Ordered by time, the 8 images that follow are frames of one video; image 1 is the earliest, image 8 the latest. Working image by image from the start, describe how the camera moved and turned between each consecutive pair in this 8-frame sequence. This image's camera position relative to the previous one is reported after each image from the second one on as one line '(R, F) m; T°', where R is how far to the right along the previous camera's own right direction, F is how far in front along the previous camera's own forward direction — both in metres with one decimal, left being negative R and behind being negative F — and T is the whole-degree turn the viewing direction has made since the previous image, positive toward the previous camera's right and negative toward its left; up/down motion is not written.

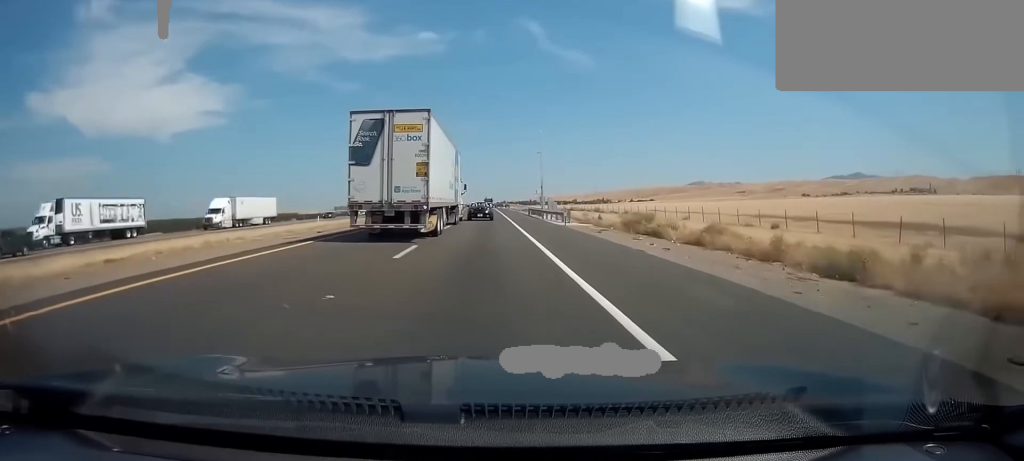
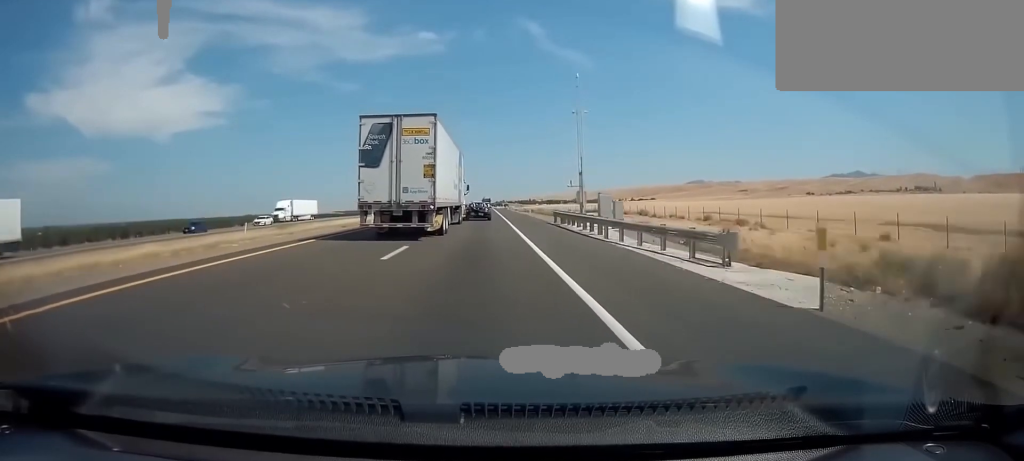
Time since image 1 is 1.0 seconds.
(+0.1, +28.7) m; 0°
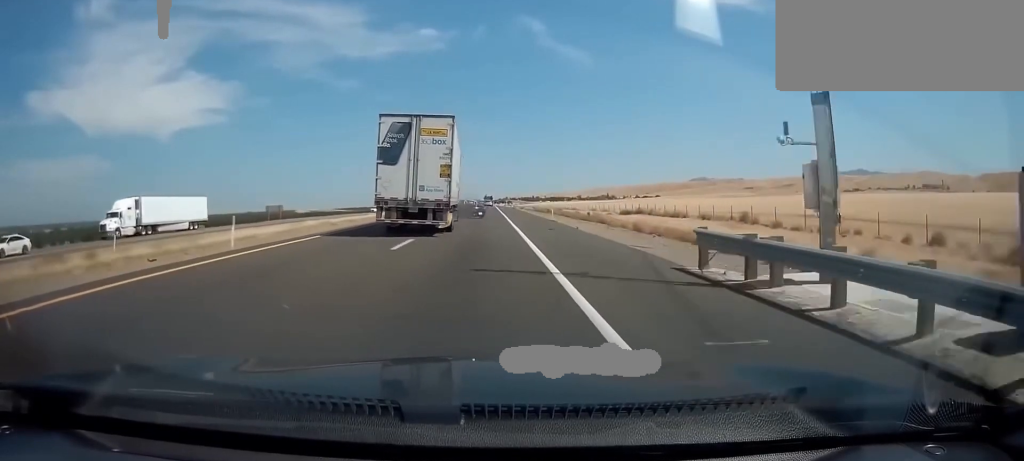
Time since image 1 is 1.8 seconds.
(0.0, +25.8) m; -1°
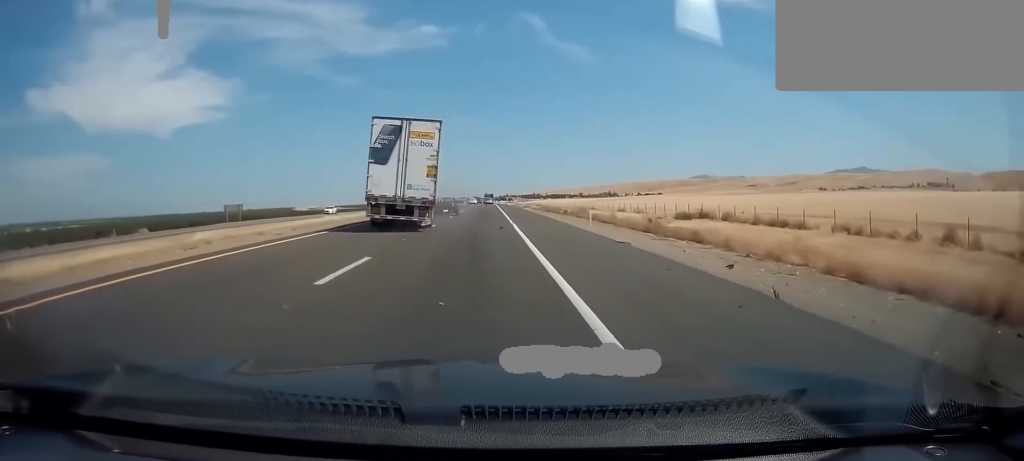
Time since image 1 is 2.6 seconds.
(-0.4, +20.7) m; 0°
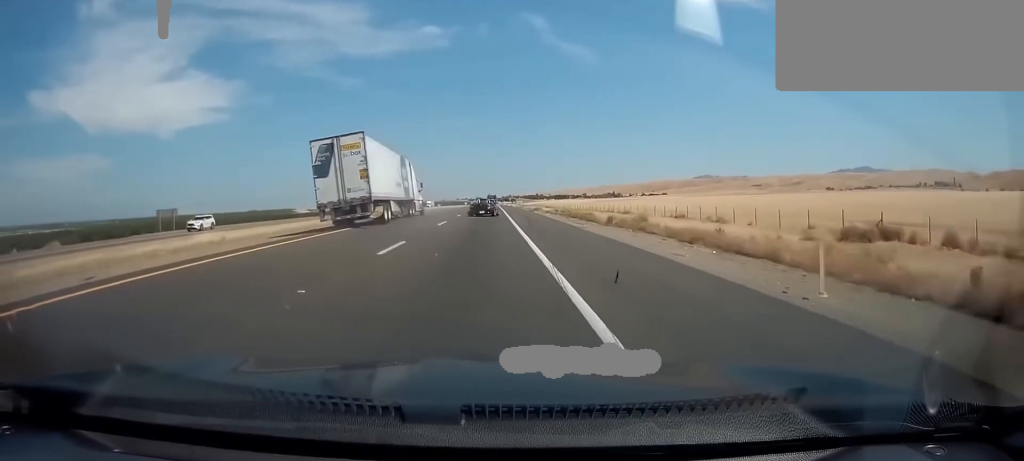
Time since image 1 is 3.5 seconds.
(+0.5, +23.3) m; +1°
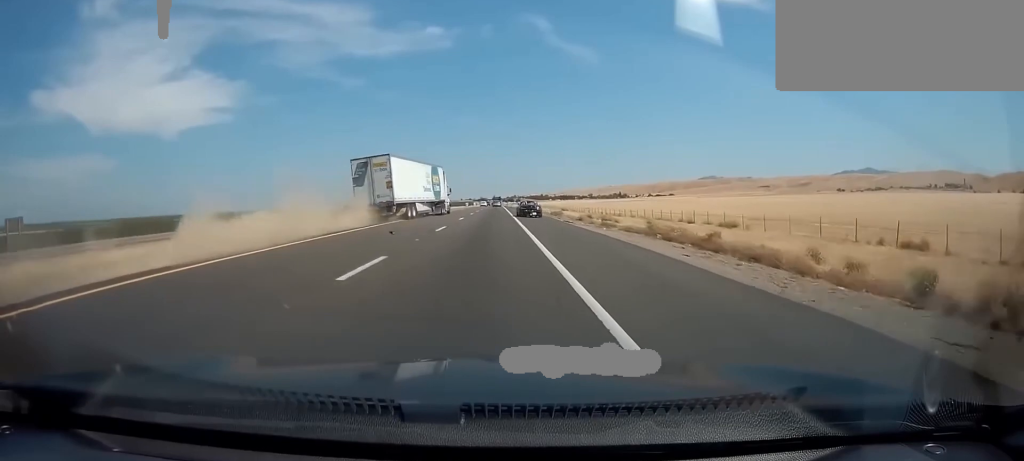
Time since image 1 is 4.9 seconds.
(-0.3, +32.3) m; -1°
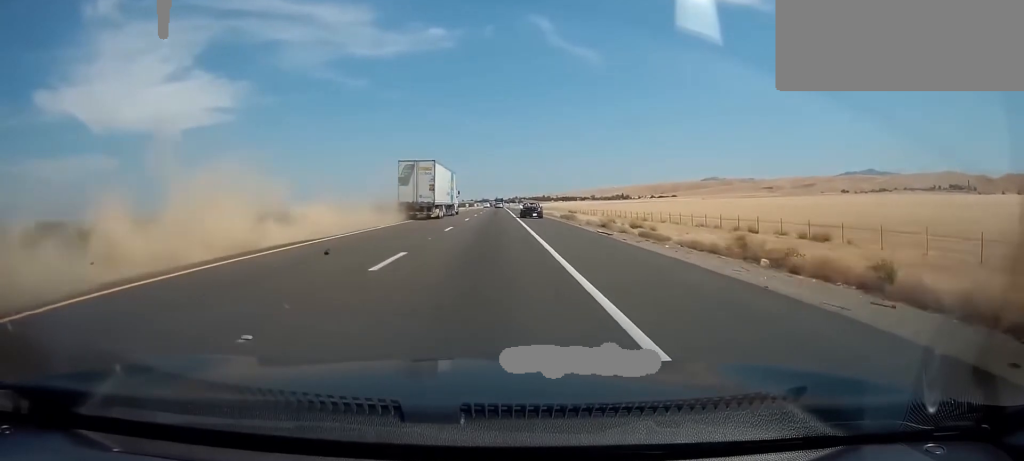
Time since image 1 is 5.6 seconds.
(0.0, +13.4) m; 0°
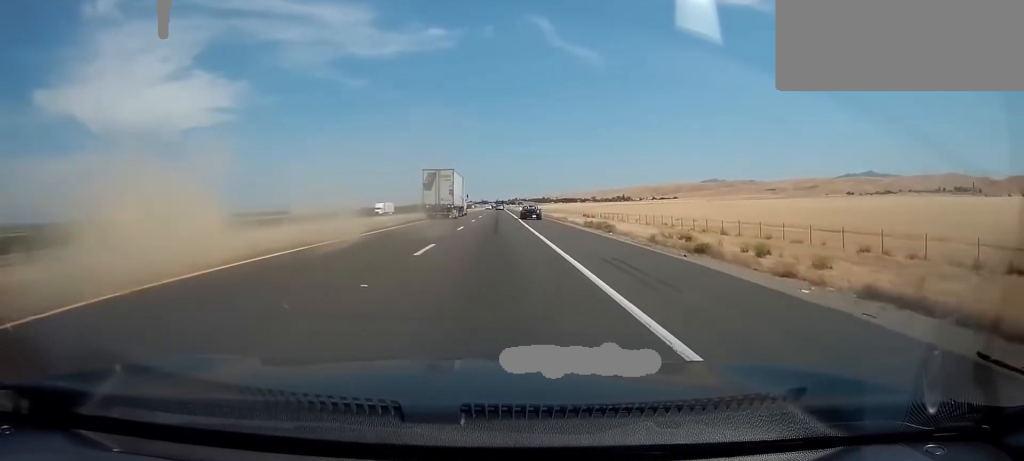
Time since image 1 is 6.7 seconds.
(-0.1, +24.7) m; 0°
